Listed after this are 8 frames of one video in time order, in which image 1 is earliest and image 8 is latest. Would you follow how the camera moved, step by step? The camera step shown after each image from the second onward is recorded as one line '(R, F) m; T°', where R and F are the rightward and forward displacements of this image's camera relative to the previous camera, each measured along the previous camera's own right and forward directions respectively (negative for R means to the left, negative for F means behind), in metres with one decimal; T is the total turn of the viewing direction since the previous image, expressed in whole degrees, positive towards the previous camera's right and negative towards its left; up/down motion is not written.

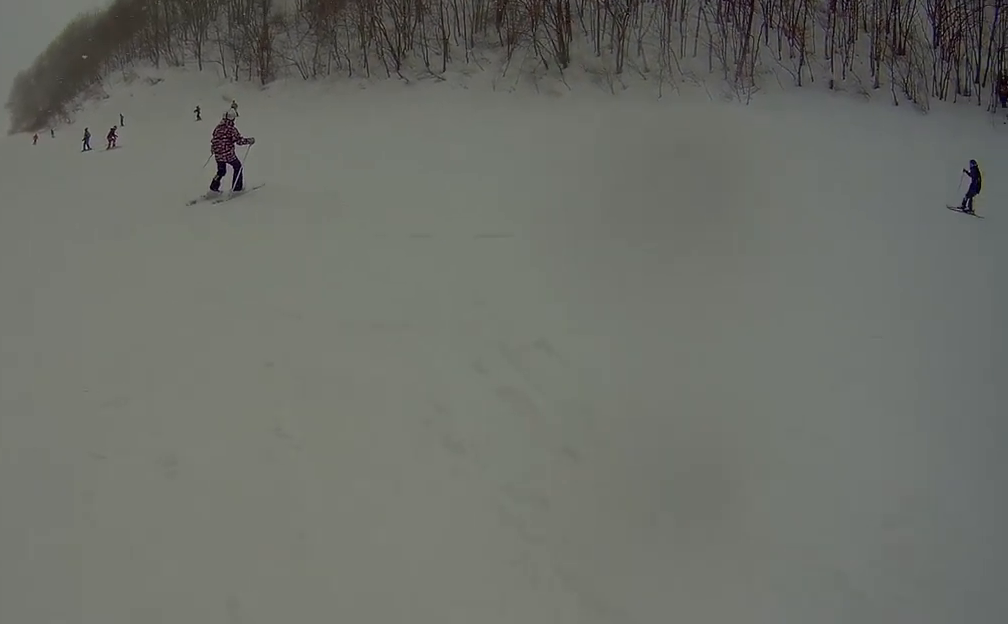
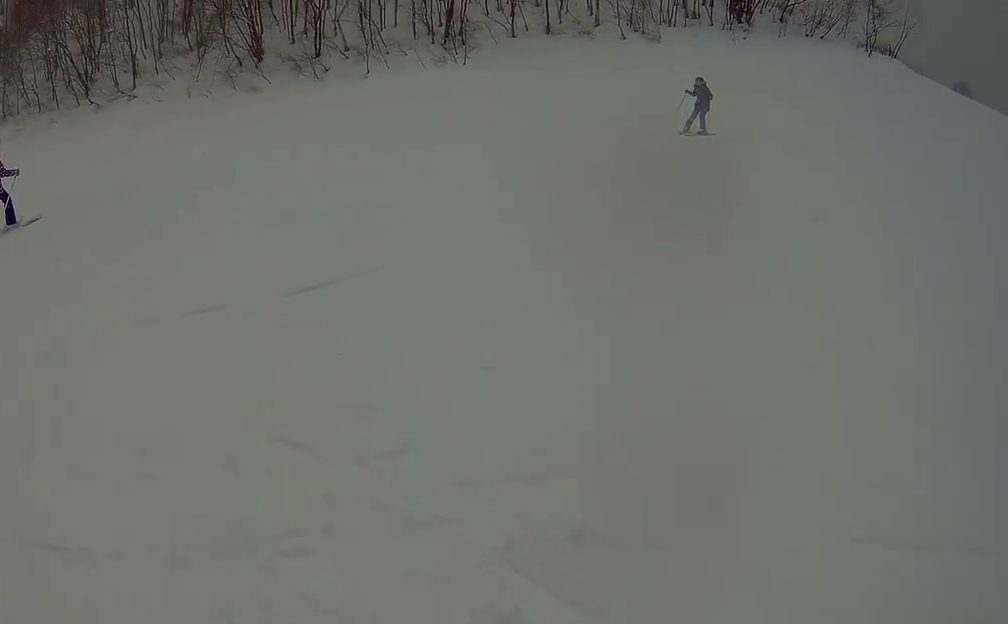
(+0.9, +1.5) m; +22°
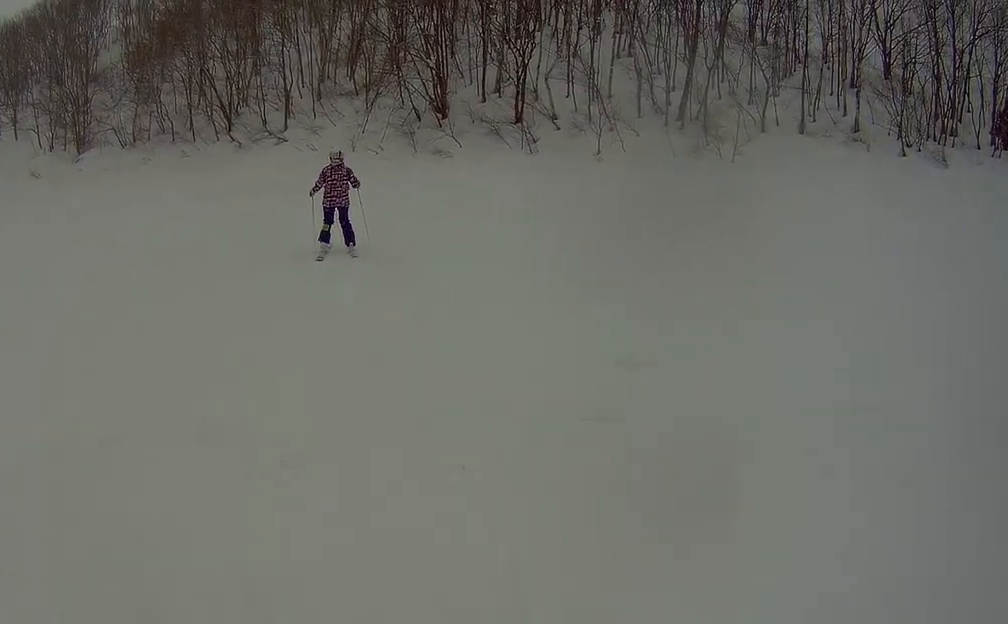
(0.0, +11.4) m; +2°
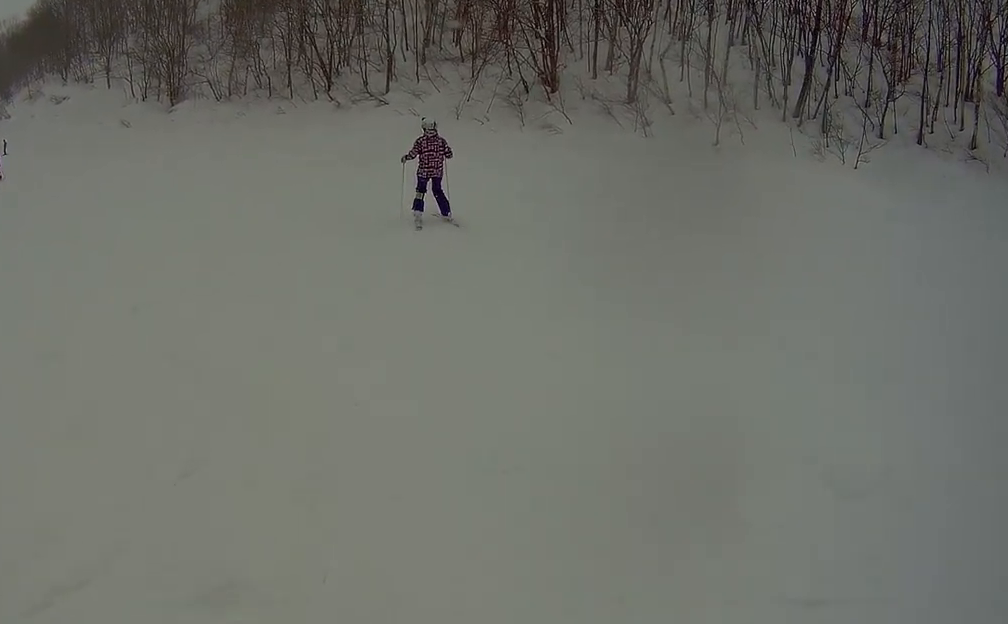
(+0.1, +1.9) m; 0°
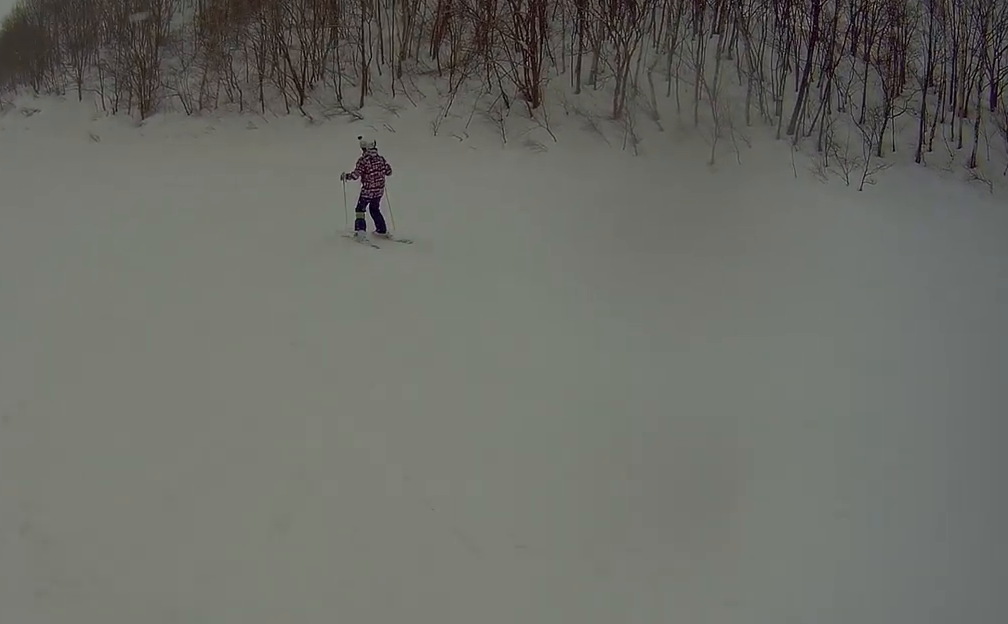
(0.0, +1.9) m; -2°
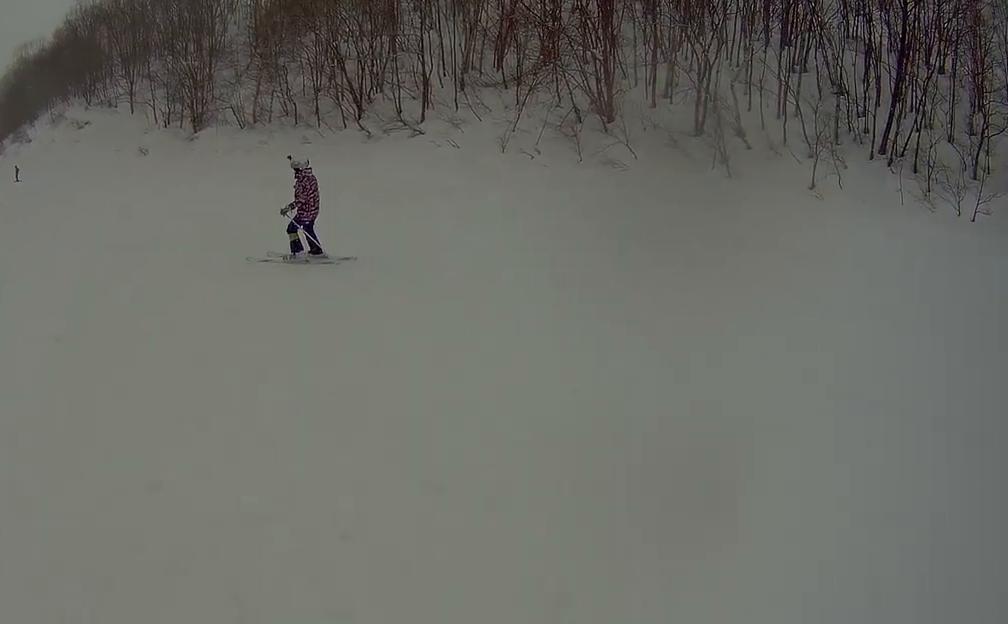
(0.0, +3.1) m; -7°
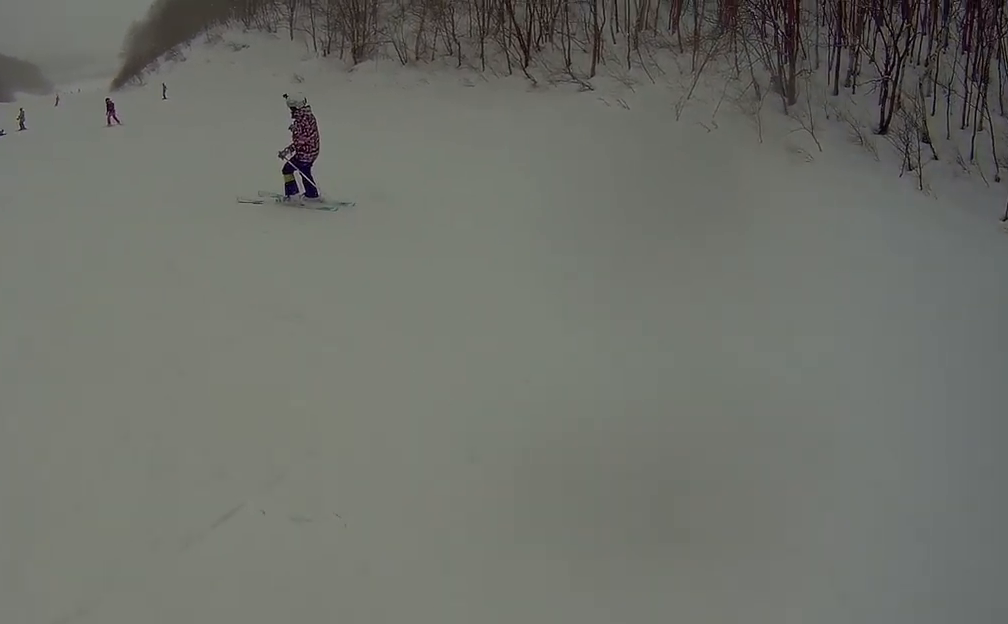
(-0.2, +2.5) m; -4°
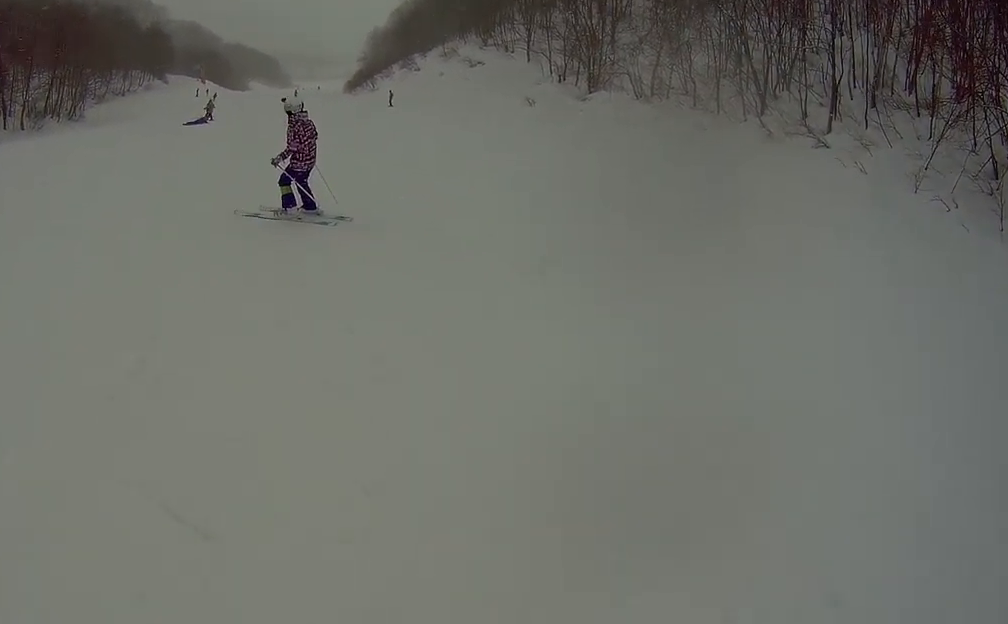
(-0.3, +3.0) m; -4°
